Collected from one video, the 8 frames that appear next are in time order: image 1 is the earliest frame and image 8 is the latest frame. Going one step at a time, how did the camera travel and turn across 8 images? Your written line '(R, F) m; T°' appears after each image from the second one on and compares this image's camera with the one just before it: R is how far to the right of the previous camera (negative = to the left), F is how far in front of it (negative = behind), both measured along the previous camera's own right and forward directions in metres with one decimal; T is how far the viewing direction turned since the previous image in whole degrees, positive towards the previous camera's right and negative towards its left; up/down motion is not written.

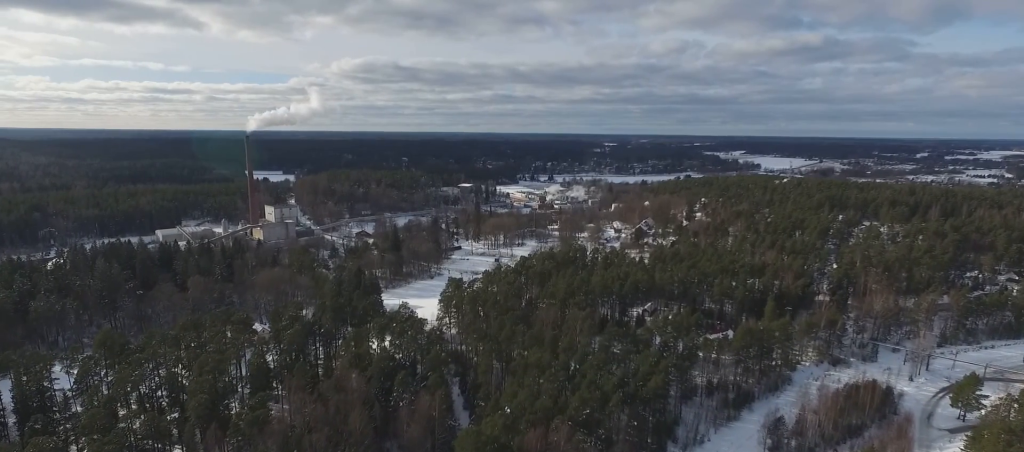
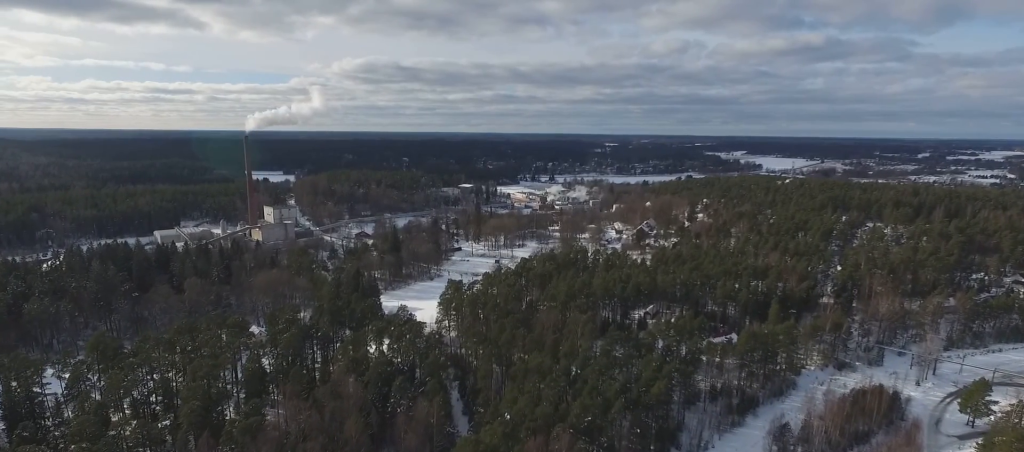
(0.0, +3.9) m; 0°
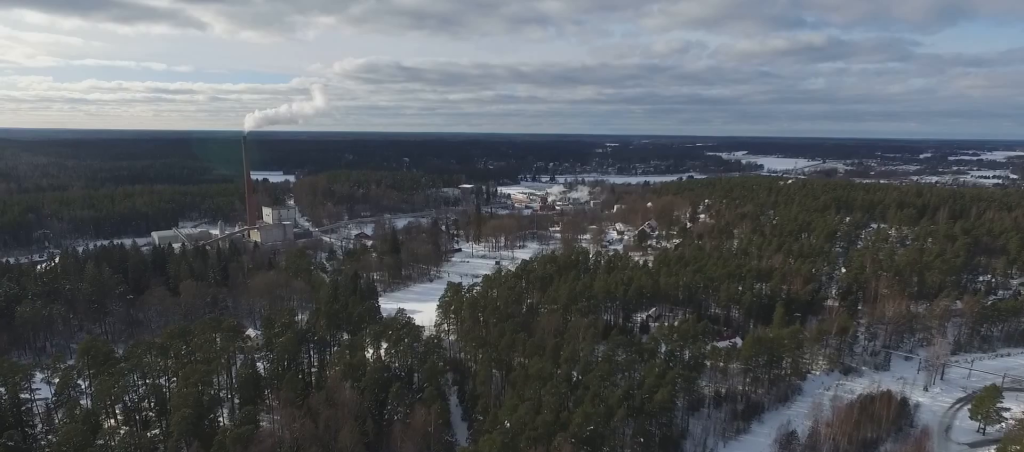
(0.0, +4.6) m; 0°
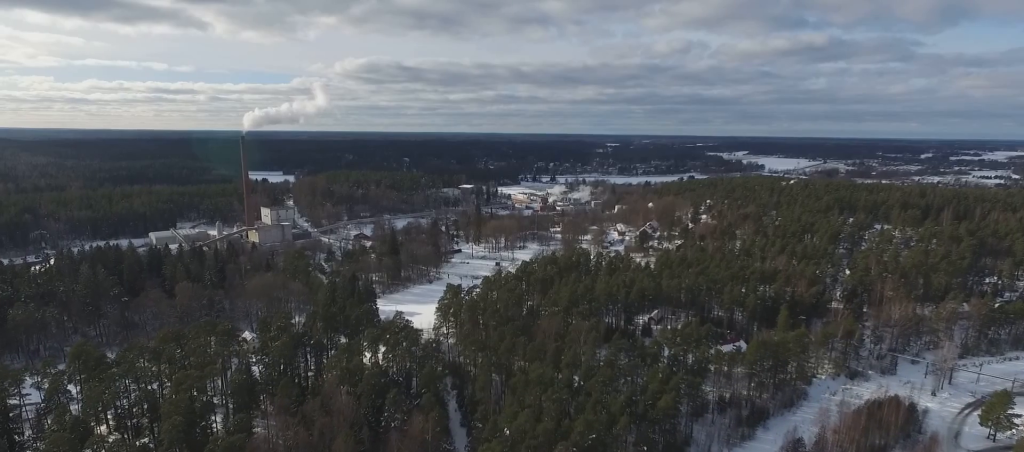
(0.0, +4.3) m; -1°
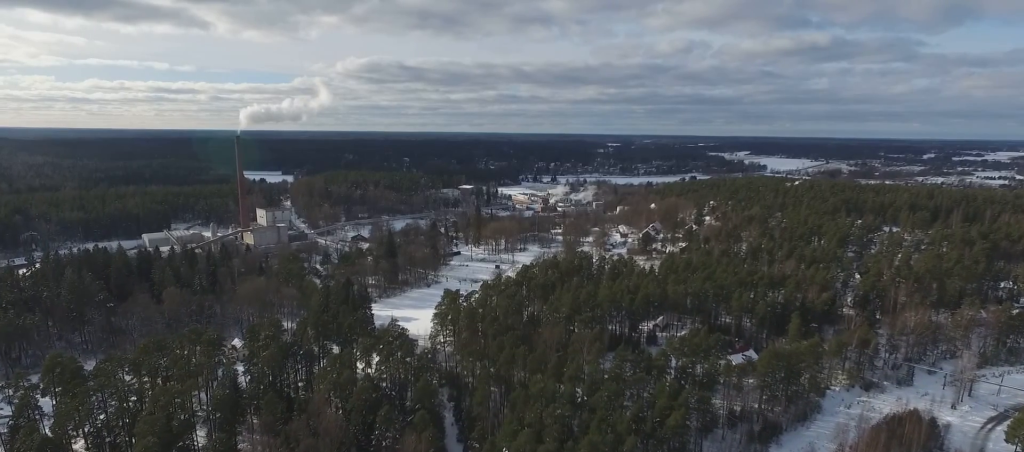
(-0.1, +10.7) m; -1°
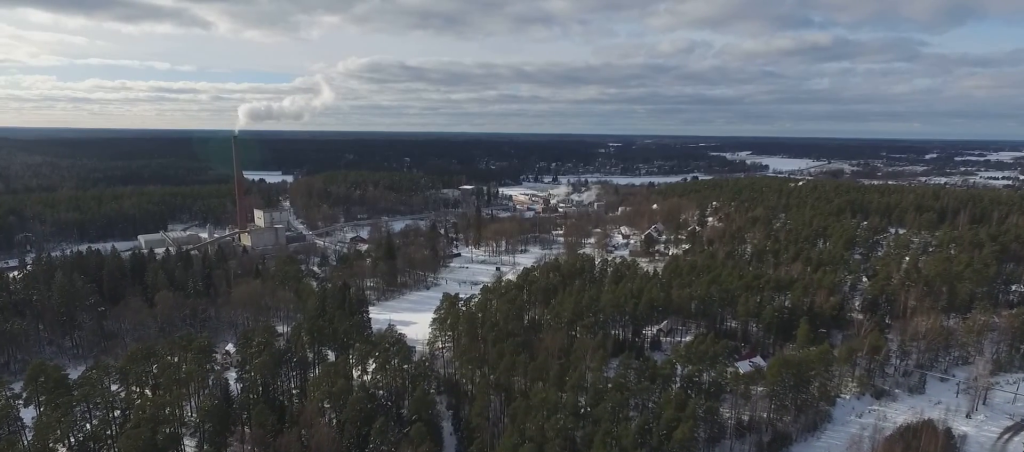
(0.0, +6.7) m; 0°
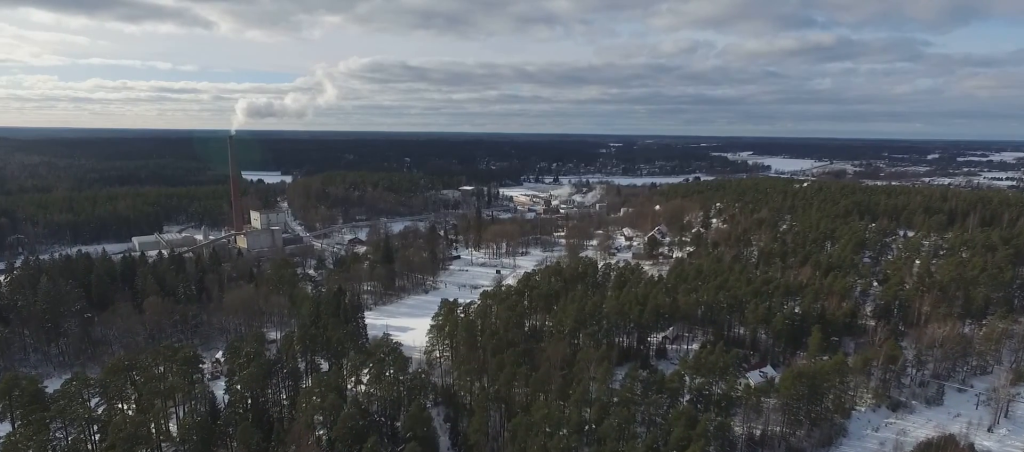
(0.0, +9.3) m; 0°
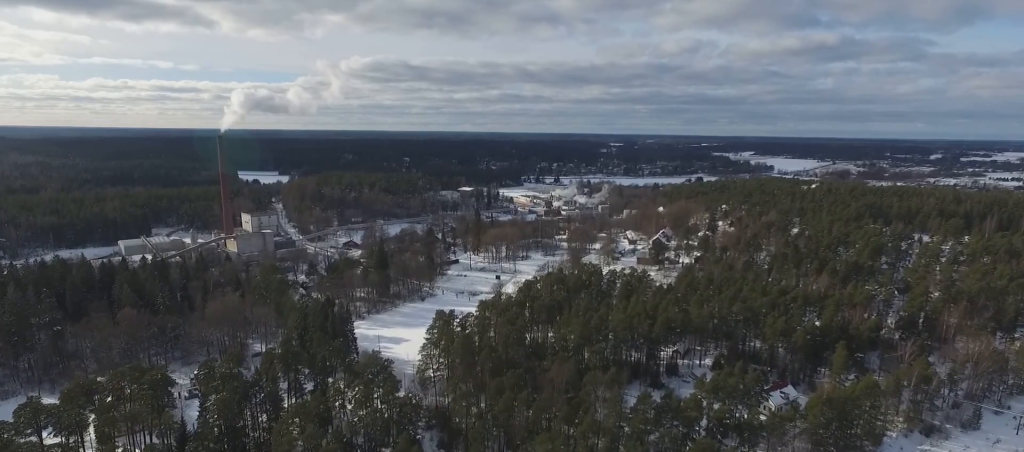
(+0.1, +17.2) m; +1°
